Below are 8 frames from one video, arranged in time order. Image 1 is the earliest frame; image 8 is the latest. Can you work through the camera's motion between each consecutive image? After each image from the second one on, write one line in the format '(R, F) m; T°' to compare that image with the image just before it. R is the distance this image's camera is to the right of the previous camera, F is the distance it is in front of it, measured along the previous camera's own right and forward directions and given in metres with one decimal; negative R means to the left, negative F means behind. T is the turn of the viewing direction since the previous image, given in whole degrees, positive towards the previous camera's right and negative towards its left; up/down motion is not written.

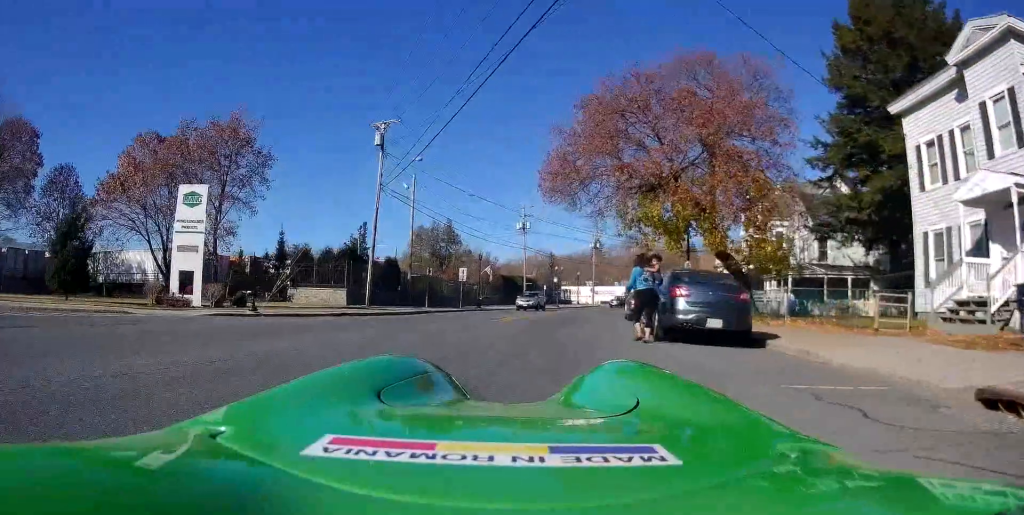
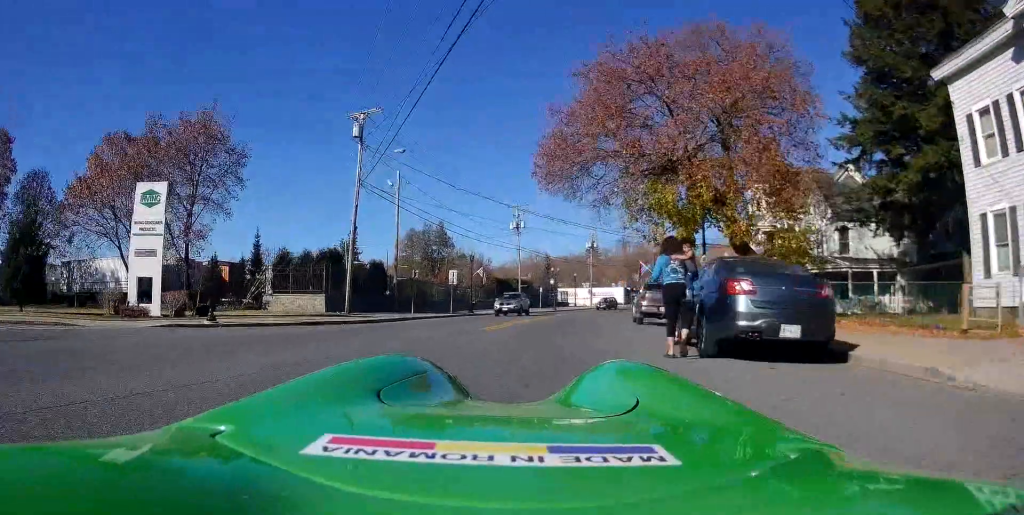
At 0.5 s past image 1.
(+0.1, +3.3) m; +1°
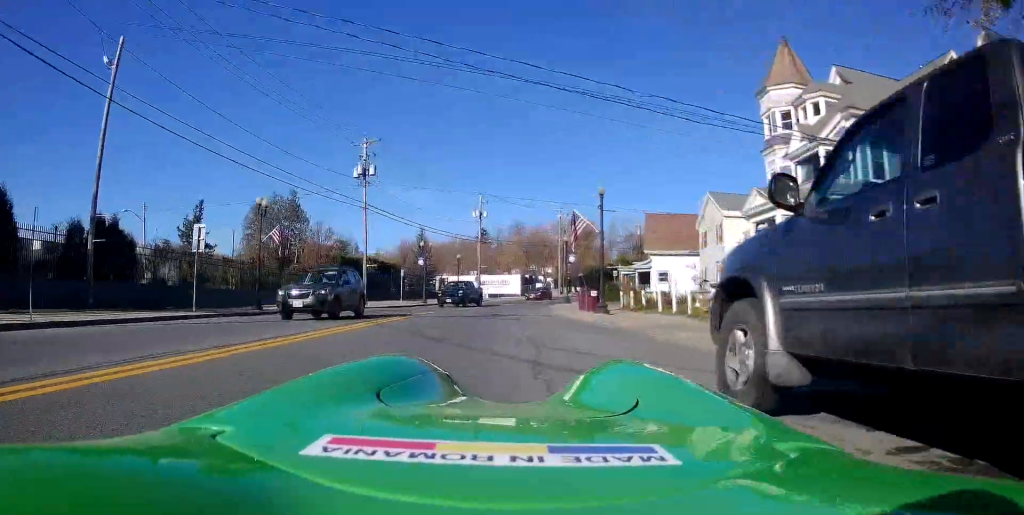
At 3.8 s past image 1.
(+0.3, +24.1) m; +4°
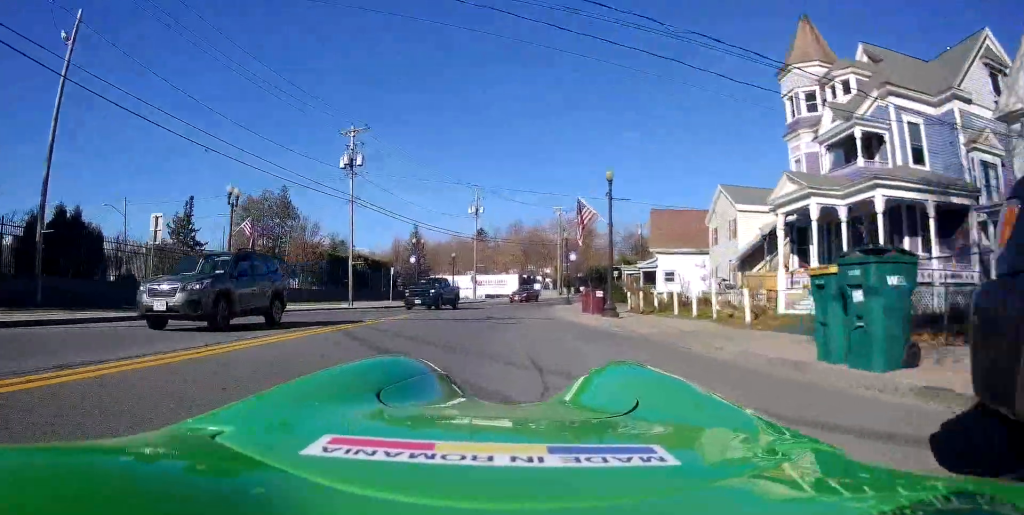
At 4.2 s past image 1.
(+0.1, +3.1) m; +3°
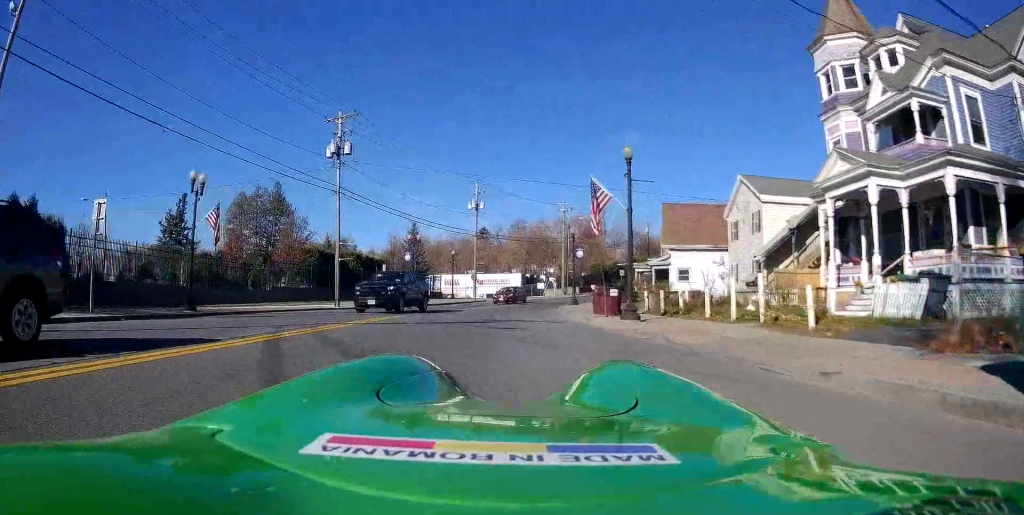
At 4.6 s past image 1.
(0.0, +3.5) m; +3°
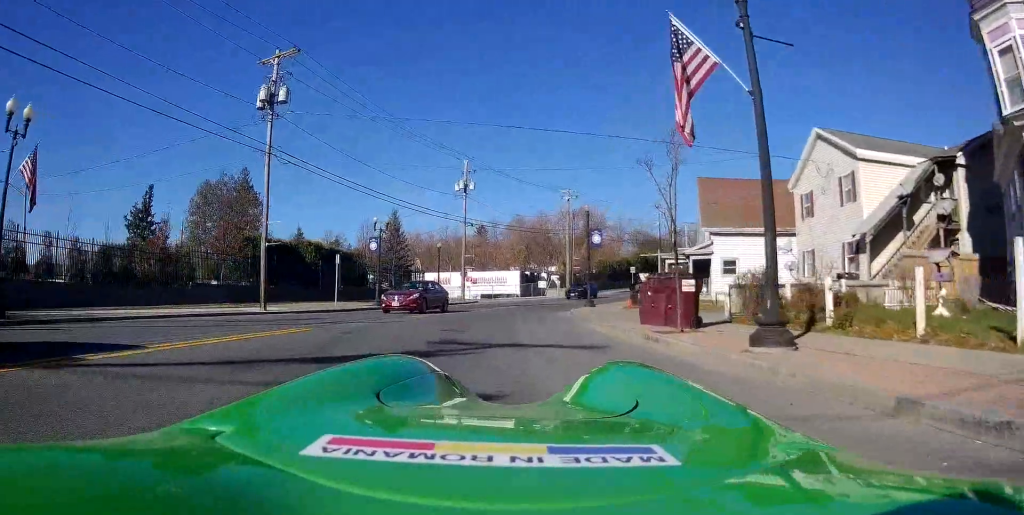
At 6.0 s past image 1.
(+0.6, +10.8) m; 0°
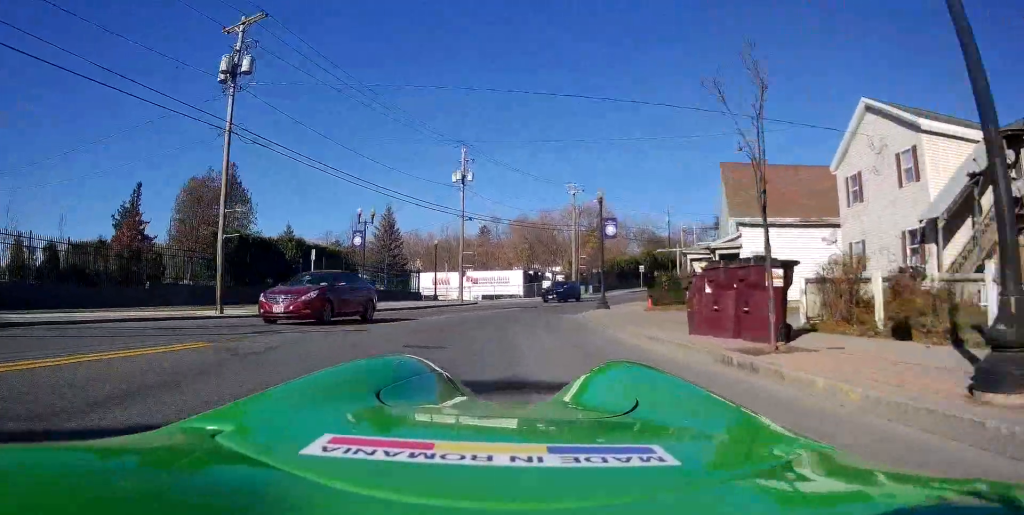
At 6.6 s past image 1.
(0.0, +4.1) m; -2°
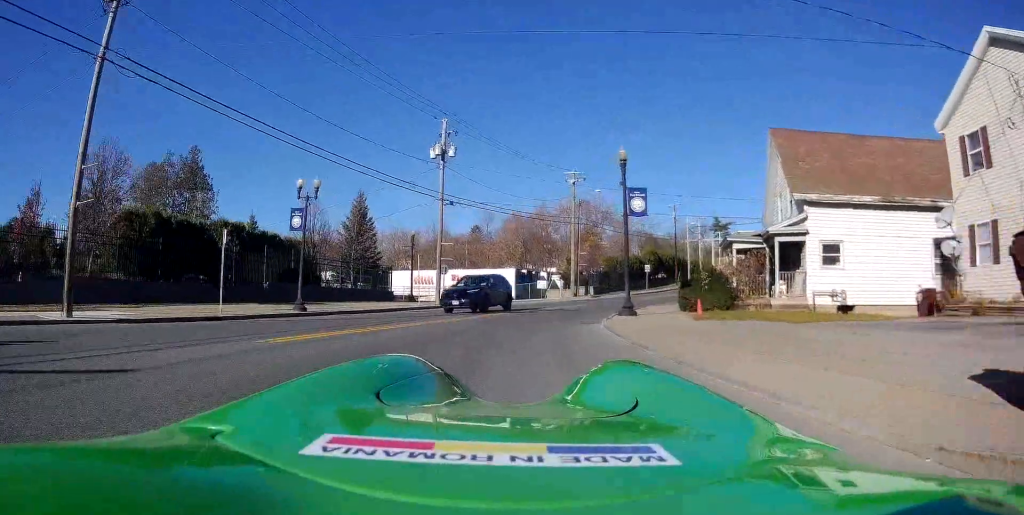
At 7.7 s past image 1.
(-0.5, +8.4) m; -5°
